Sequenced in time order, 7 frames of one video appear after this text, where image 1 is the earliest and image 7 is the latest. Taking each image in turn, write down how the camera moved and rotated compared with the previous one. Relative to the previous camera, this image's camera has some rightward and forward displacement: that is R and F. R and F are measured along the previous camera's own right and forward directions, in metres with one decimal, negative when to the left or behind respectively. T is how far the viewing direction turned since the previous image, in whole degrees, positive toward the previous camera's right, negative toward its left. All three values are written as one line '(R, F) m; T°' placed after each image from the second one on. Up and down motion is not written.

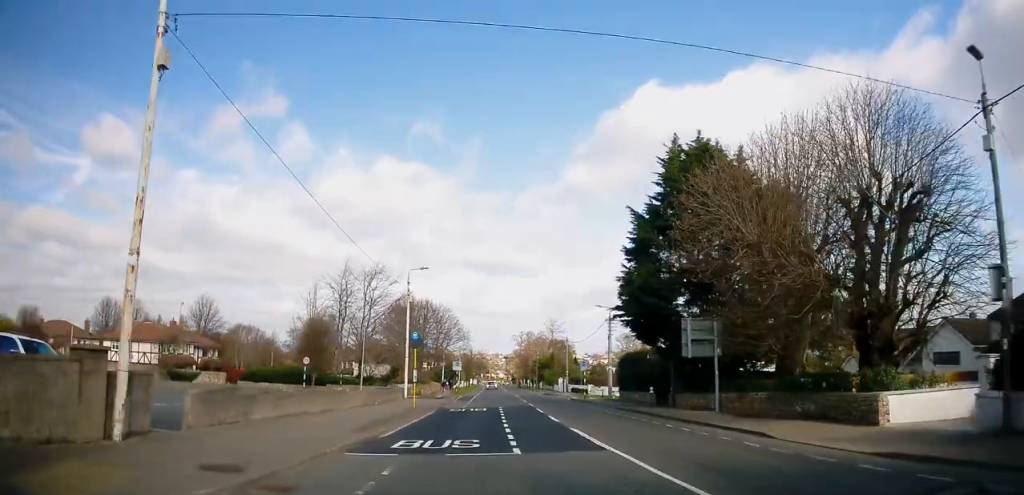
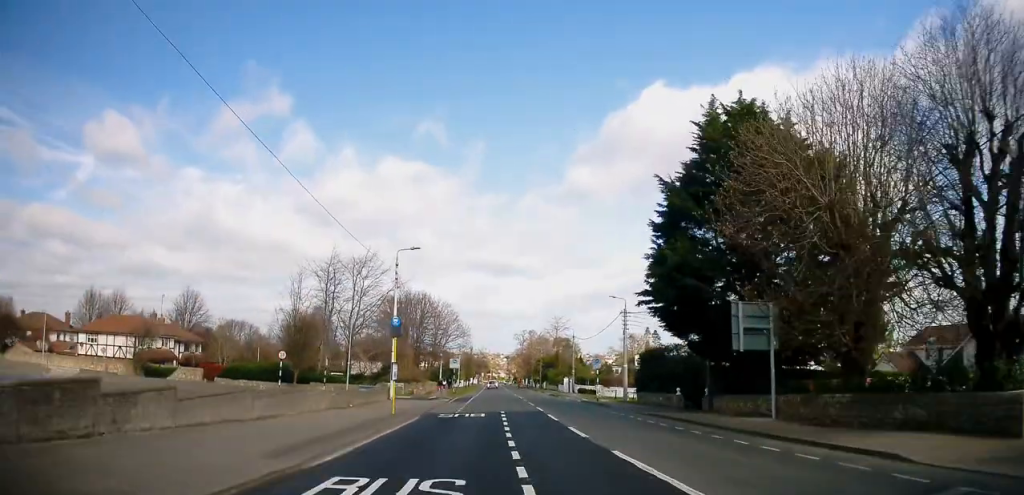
(0.0, +5.6) m; 0°
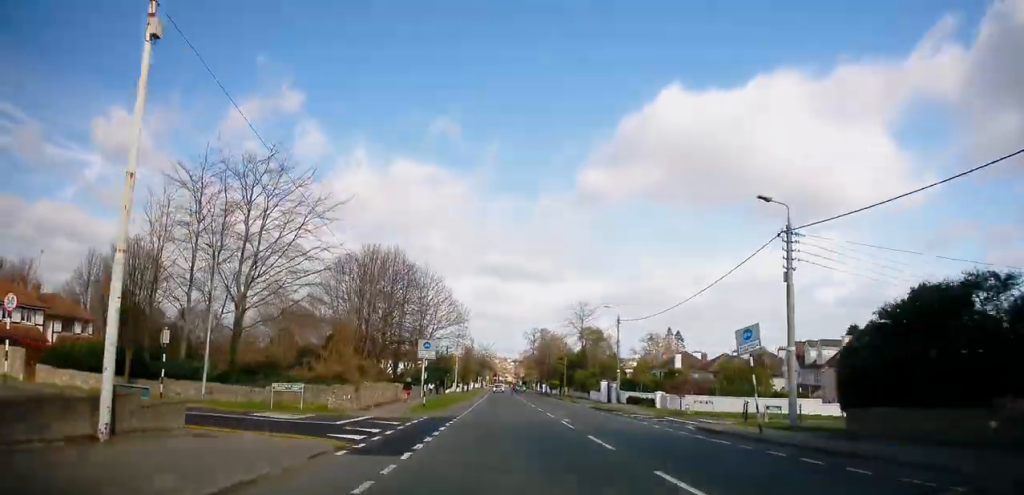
(0.0, +25.7) m; 0°
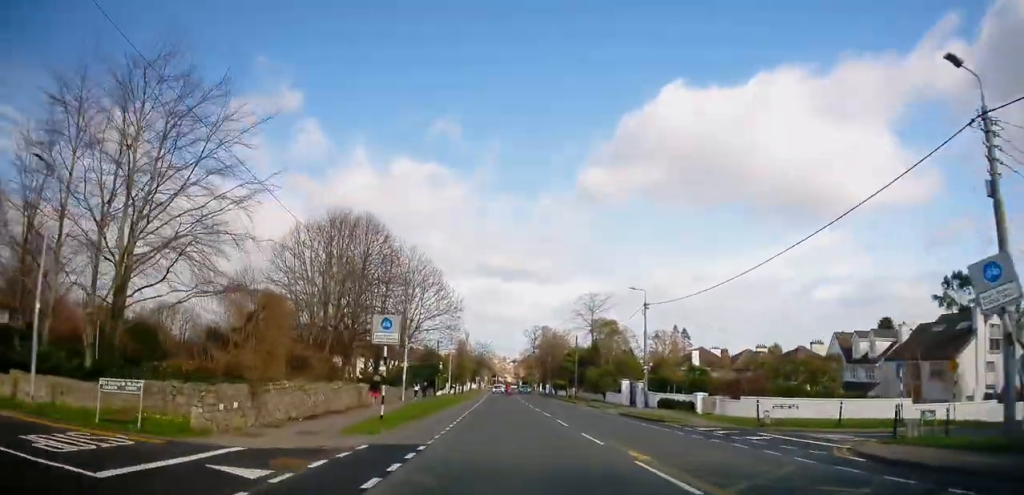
(0.0, +10.6) m; -1°
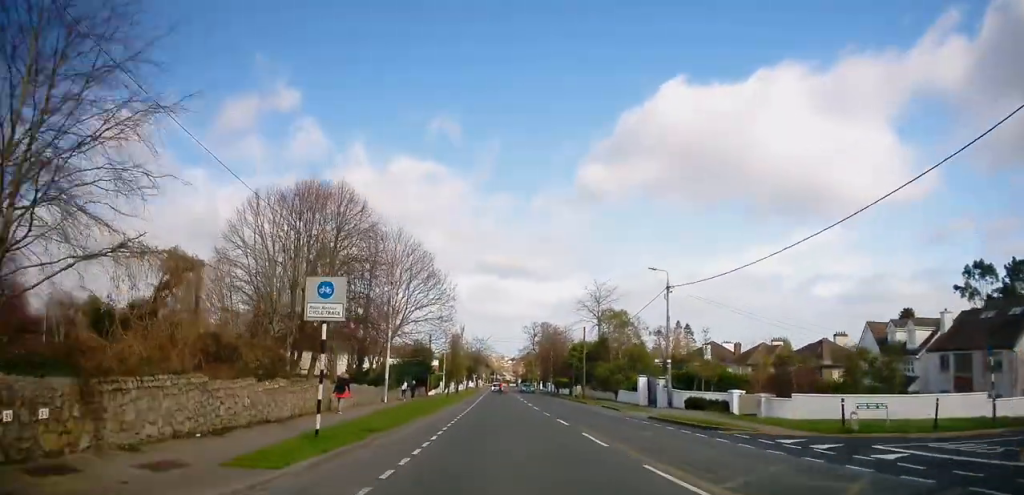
(0.0, +6.9) m; 0°
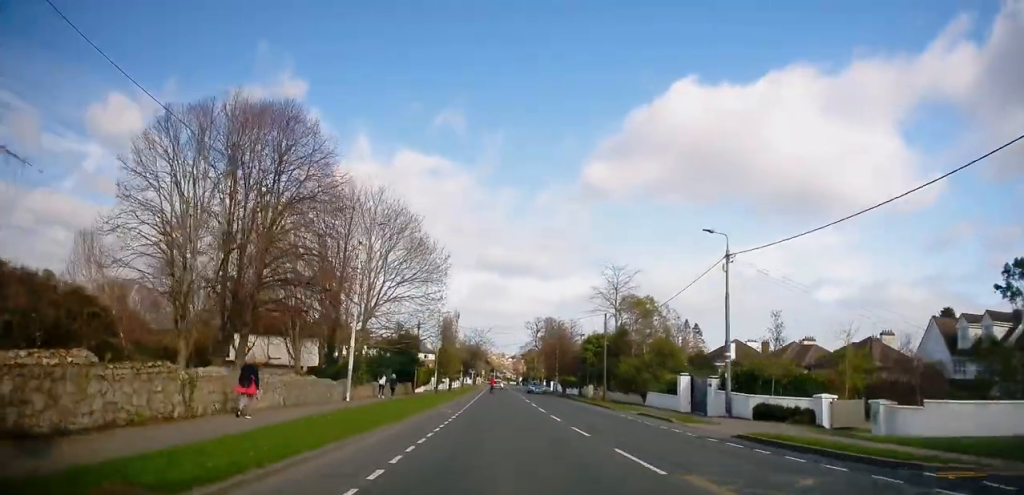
(-0.1, +10.0) m; 0°
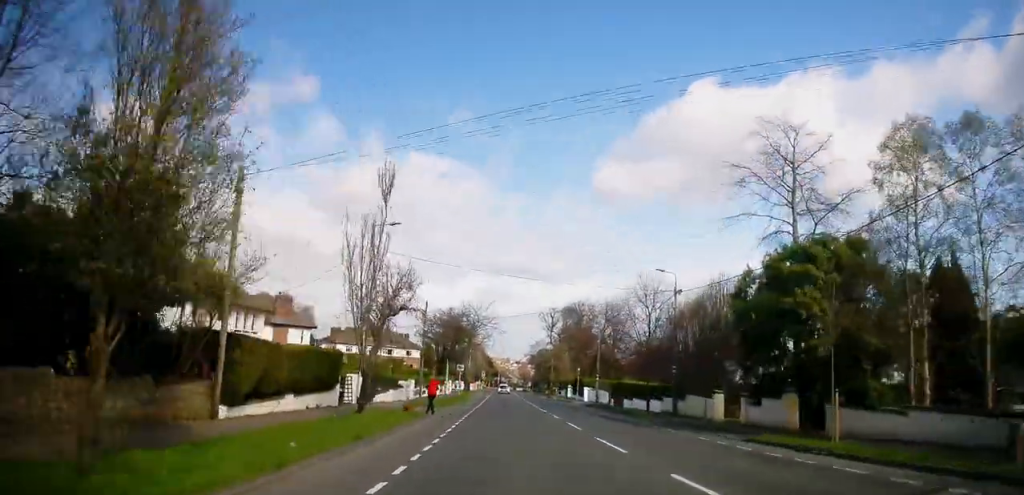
(0.0, +38.4) m; +1°
